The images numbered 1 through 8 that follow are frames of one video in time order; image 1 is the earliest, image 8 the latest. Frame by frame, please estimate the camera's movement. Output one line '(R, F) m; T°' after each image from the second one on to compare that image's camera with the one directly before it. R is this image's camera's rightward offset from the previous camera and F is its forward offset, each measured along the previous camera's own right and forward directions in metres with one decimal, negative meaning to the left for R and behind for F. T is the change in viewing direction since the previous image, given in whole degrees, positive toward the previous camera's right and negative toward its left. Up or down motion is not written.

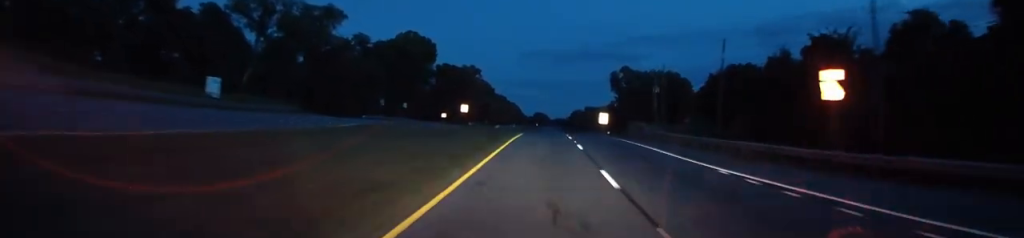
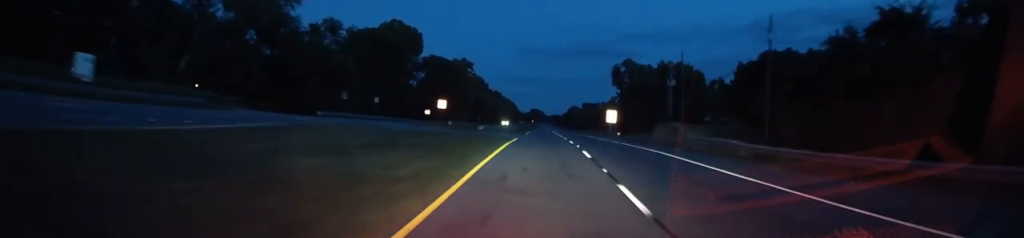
(+0.1, +16.1) m; +1°
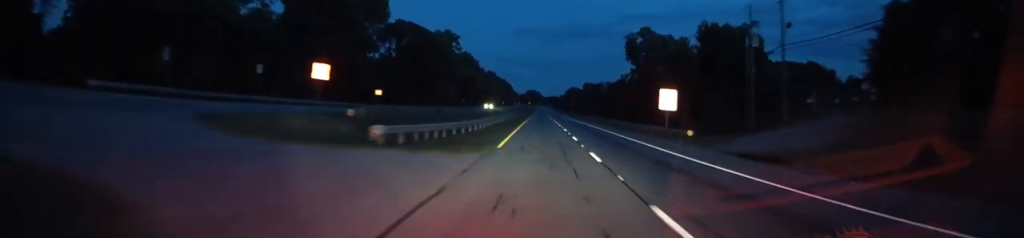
(+0.4, +36.6) m; 0°
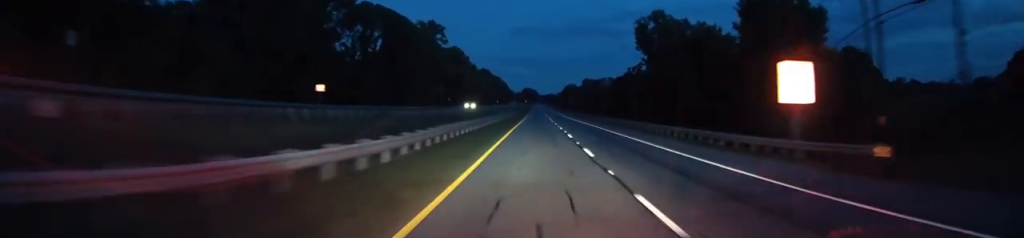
(-0.1, +23.1) m; 0°
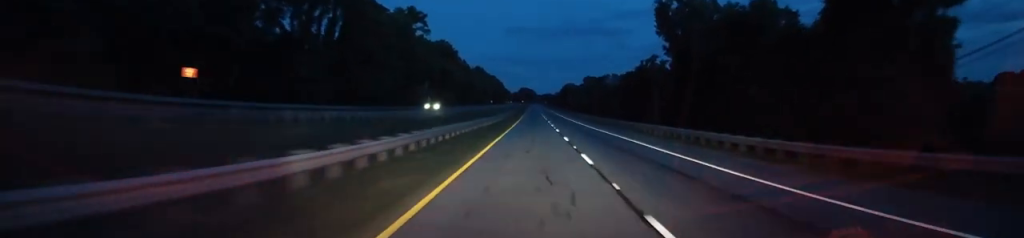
(0.0, +26.5) m; 0°
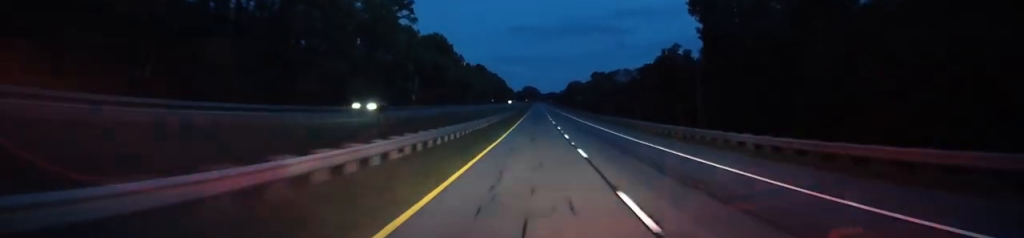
(+0.1, +21.8) m; 0°
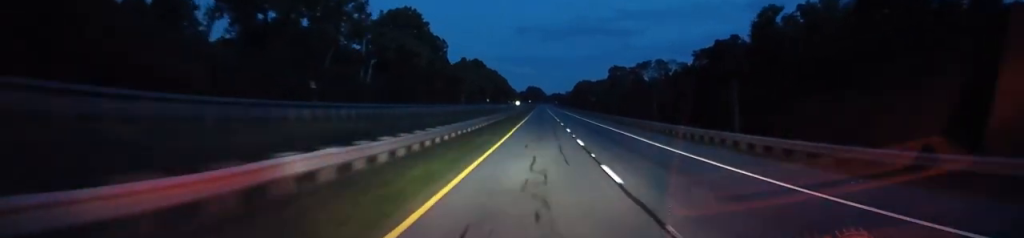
(0.0, +56.2) m; 0°
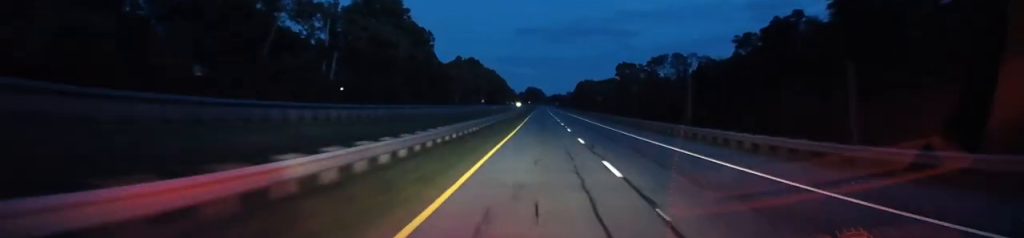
(0.0, +22.7) m; 0°
